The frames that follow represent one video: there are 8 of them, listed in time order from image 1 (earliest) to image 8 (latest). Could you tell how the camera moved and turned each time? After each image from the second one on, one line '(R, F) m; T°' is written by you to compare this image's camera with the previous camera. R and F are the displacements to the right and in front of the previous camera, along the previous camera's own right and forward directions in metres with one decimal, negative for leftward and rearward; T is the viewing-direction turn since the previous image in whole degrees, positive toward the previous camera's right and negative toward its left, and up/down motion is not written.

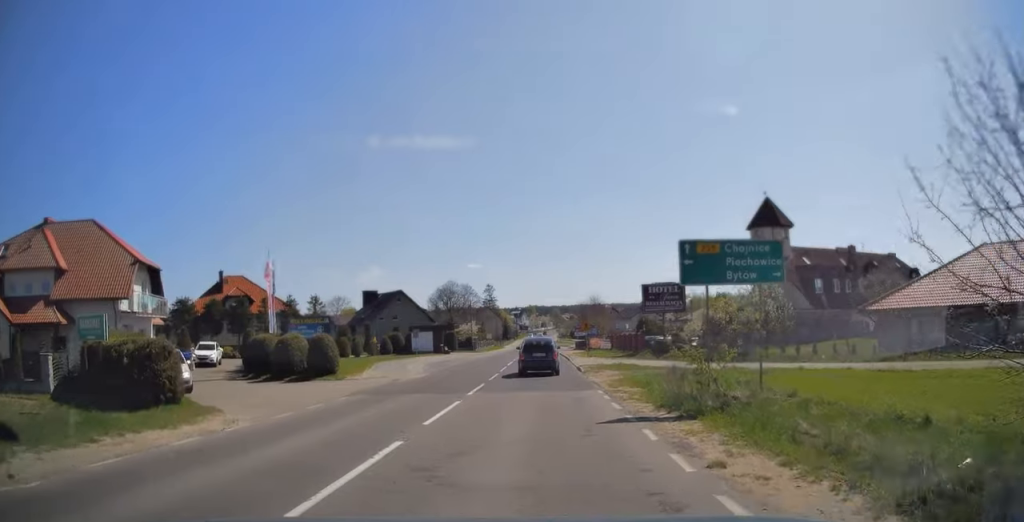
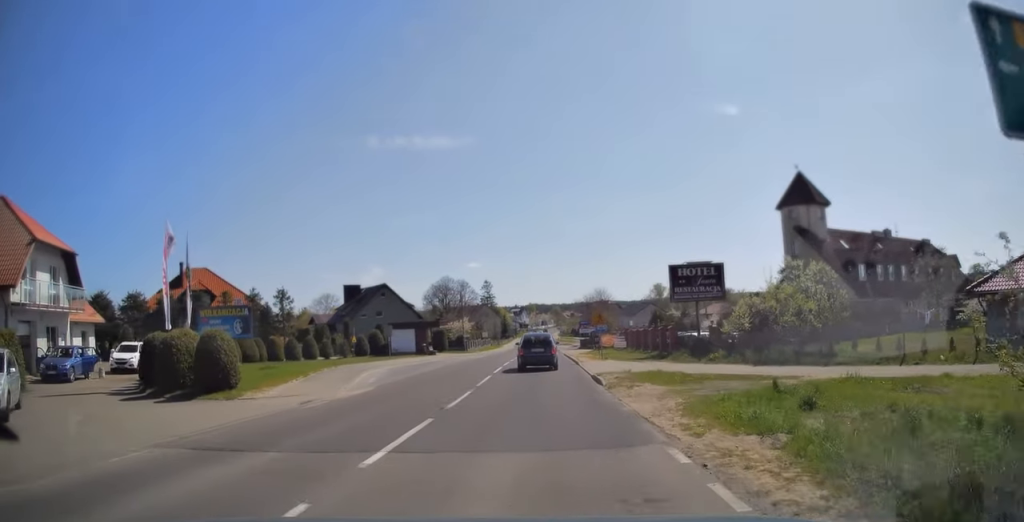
(0.0, +9.3) m; 0°
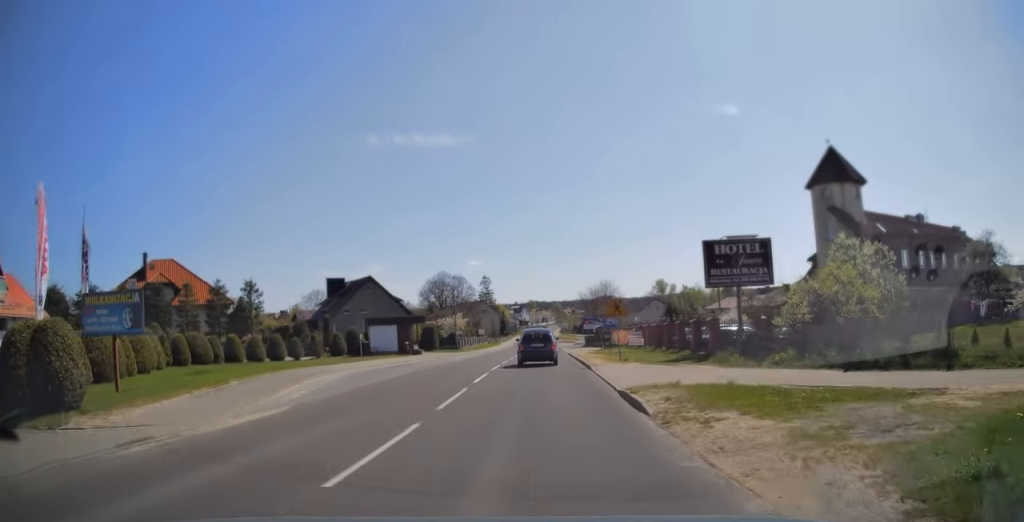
(0.0, +7.1) m; 0°
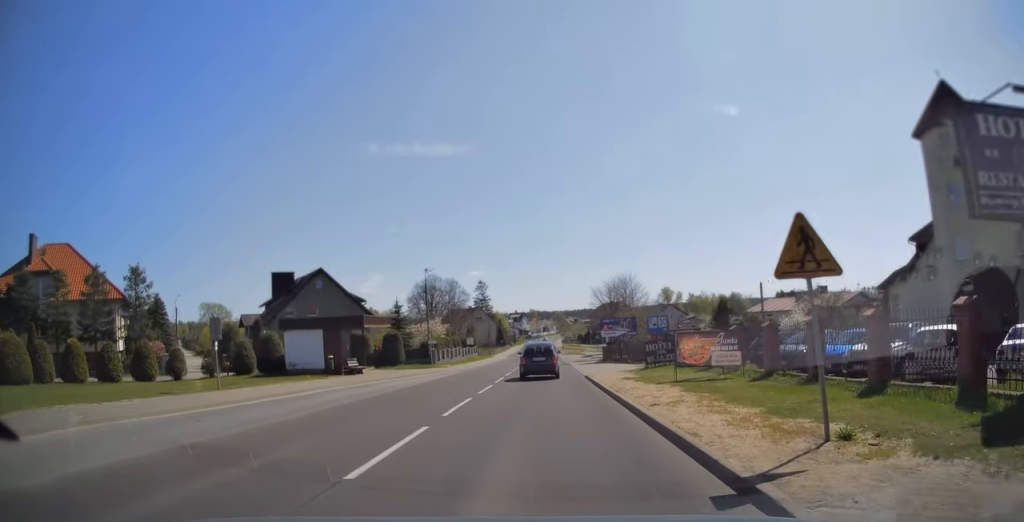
(0.0, +17.2) m; 0°
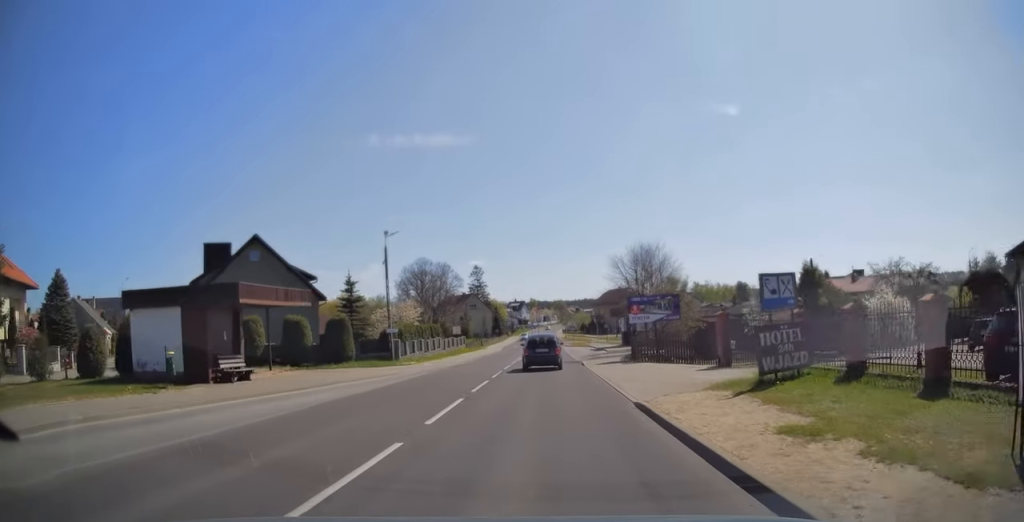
(0.0, +13.9) m; 0°
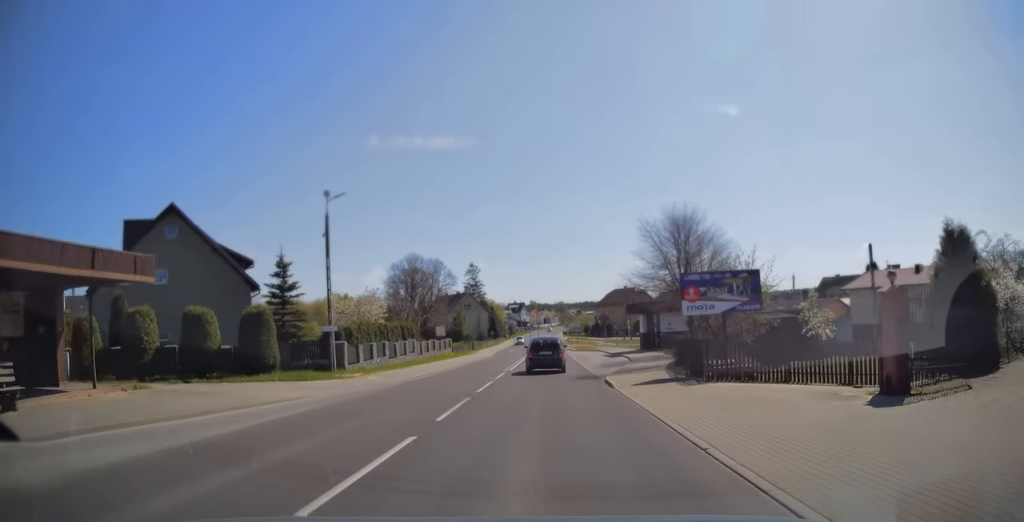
(0.0, +11.3) m; 0°
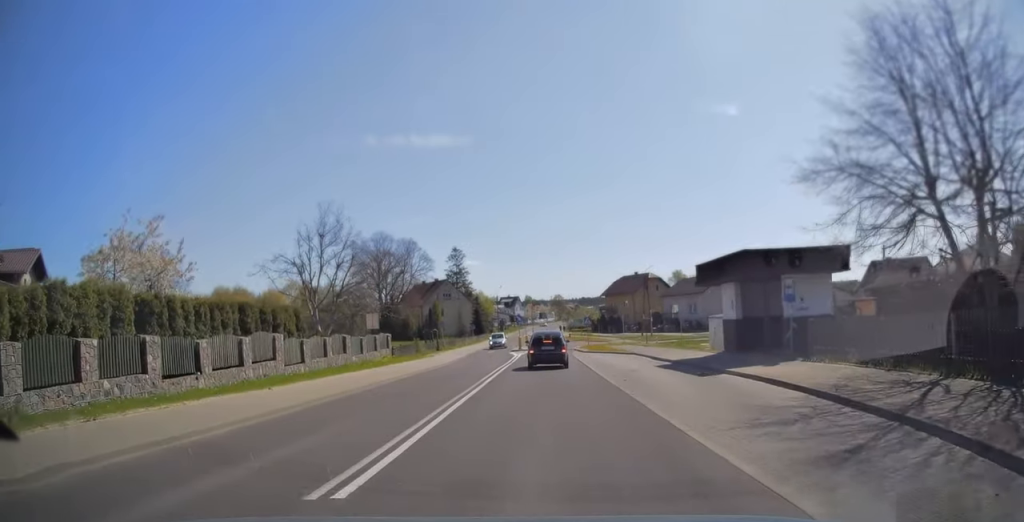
(0.0, +23.1) m; 0°
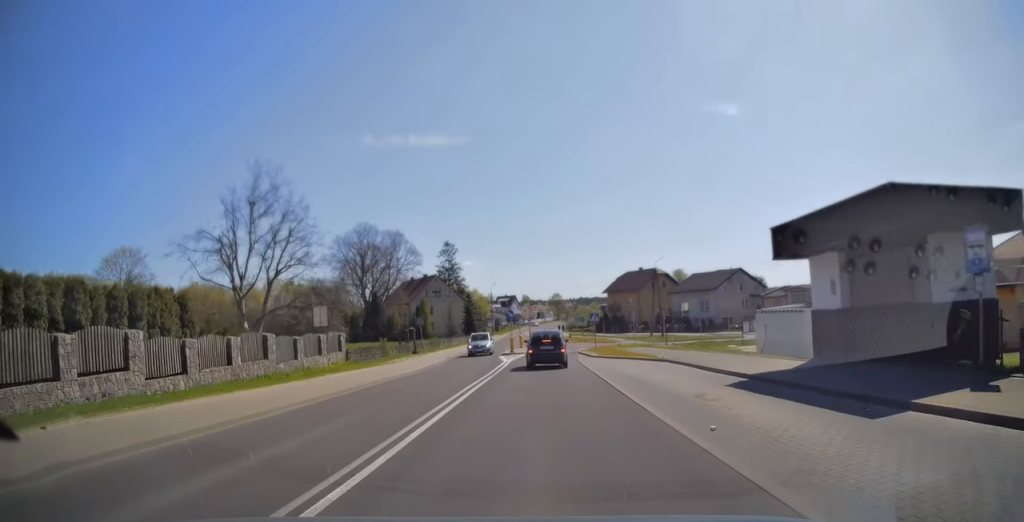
(0.0, +8.7) m; 0°
